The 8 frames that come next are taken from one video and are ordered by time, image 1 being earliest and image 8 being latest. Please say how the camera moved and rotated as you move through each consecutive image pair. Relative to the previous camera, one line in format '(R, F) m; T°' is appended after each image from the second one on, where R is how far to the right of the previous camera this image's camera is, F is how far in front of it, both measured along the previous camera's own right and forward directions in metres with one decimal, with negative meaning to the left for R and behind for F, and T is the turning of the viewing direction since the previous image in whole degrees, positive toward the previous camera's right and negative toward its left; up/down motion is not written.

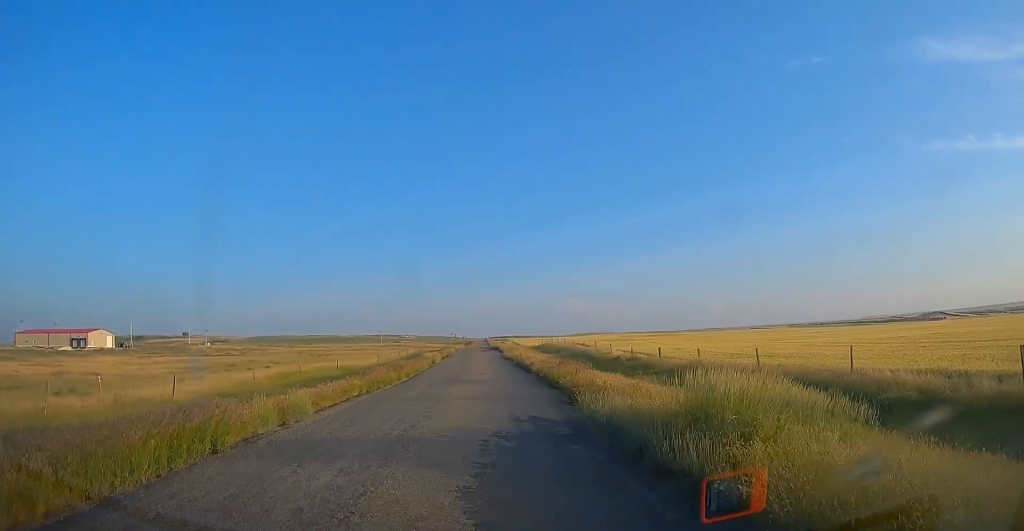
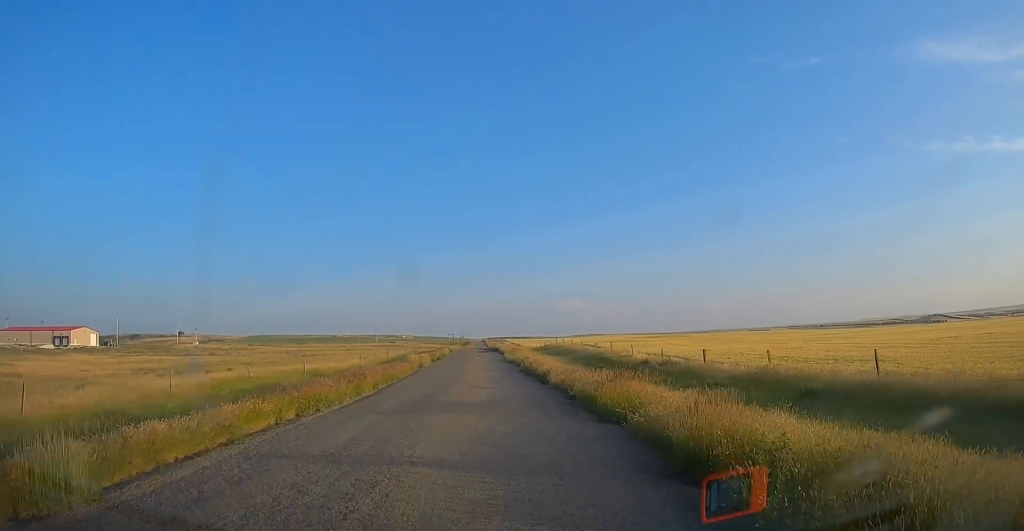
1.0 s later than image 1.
(0.0, +10.0) m; -1°
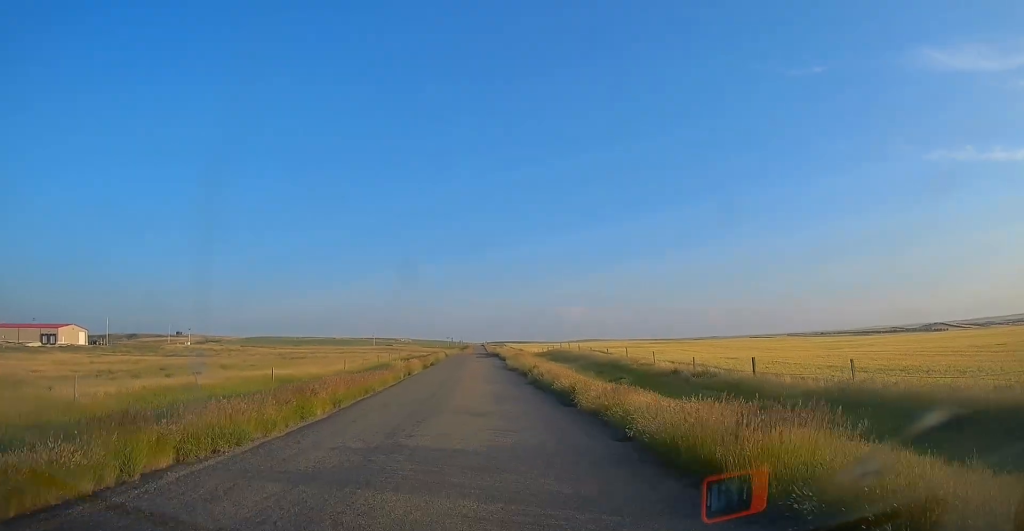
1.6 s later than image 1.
(+0.1, +7.0) m; -2°
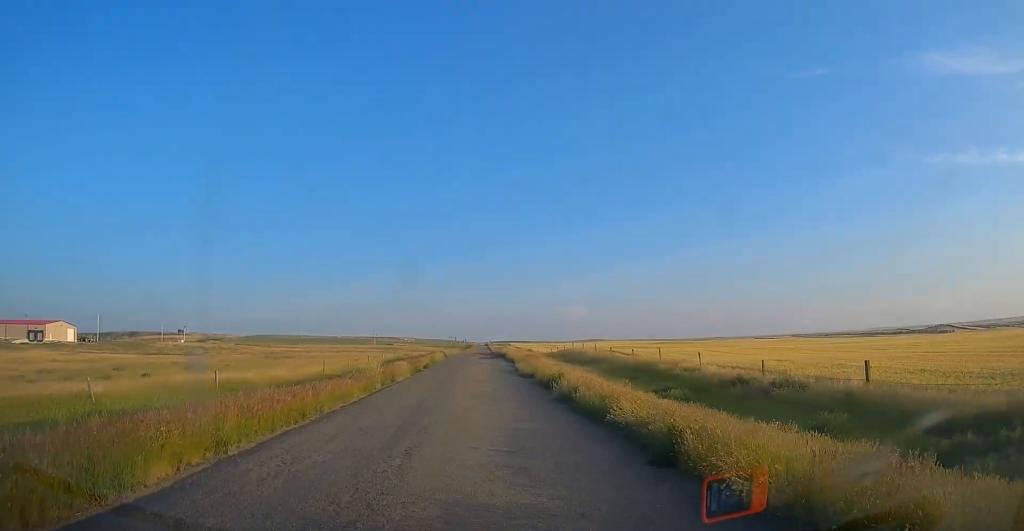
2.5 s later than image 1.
(-0.5, +9.3) m; 0°
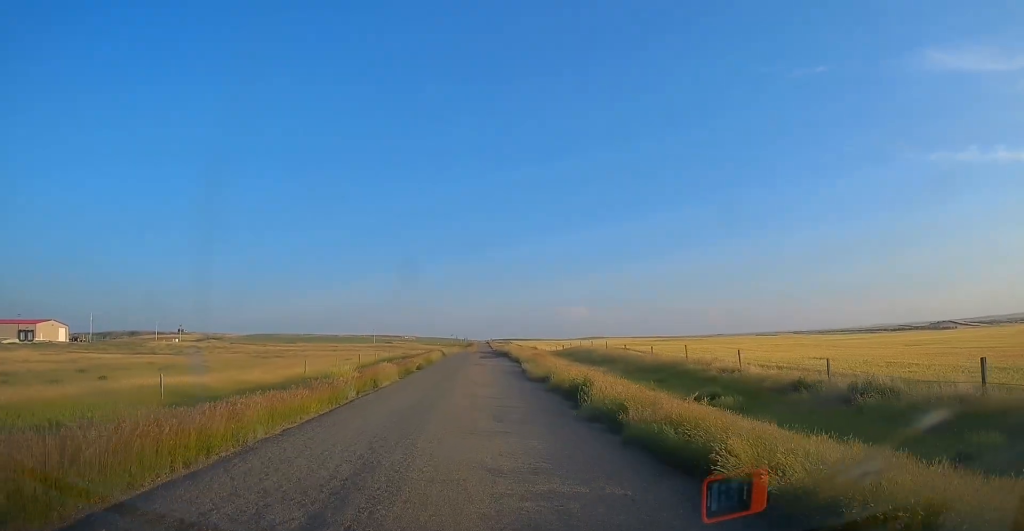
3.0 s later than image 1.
(+0.2, +5.8) m; +1°
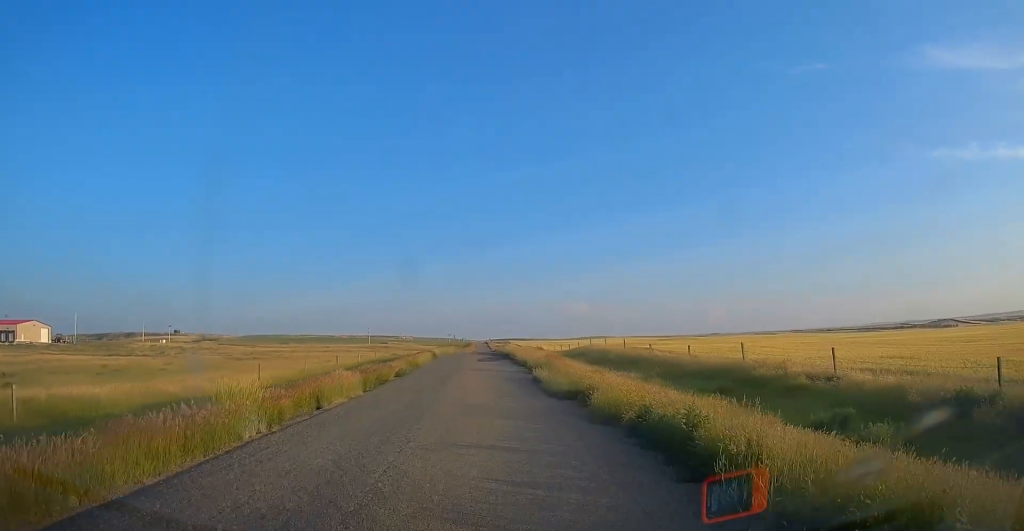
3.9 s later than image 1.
(+0.3, +9.2) m; +2°
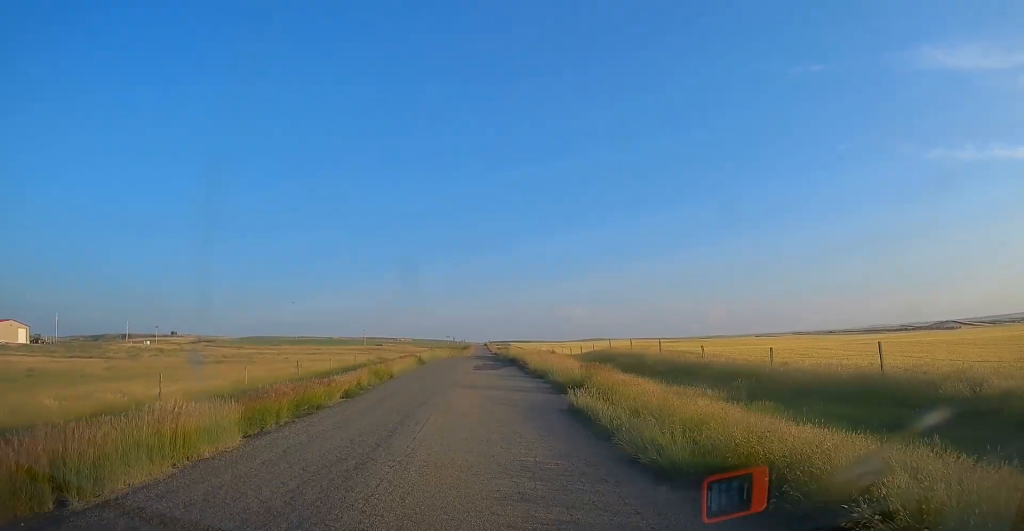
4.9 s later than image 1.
(0.0, +11.6) m; 0°
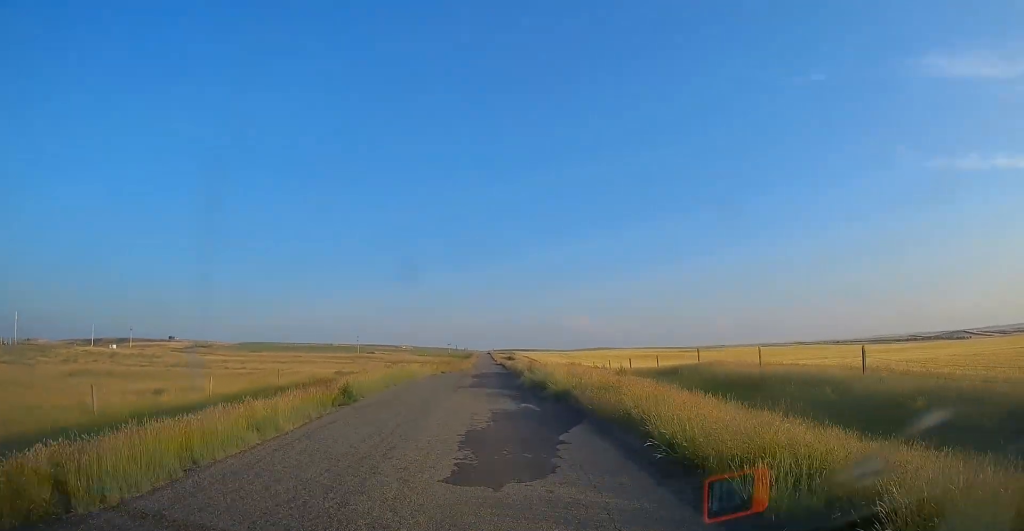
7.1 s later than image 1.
(0.0, +25.0) m; 0°
